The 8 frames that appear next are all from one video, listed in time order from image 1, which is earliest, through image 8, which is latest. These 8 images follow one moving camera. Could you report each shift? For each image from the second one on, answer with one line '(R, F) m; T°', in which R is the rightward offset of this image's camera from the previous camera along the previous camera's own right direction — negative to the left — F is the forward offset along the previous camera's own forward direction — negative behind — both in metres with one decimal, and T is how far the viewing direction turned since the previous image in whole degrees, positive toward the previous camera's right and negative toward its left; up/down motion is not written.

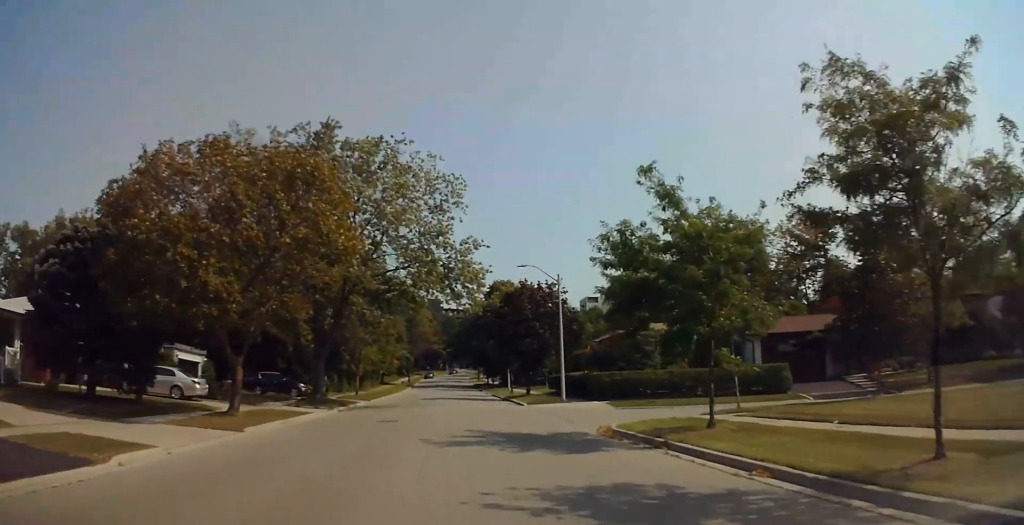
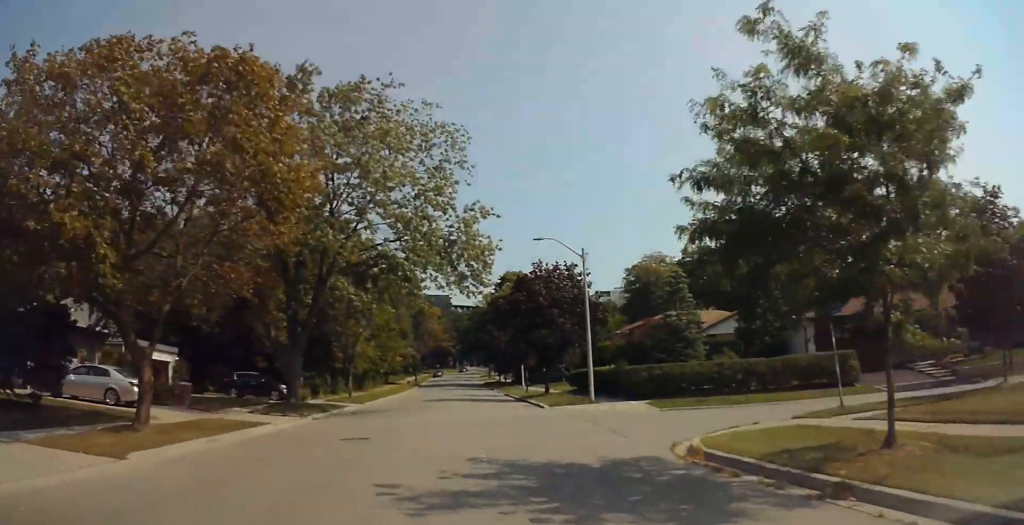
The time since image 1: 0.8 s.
(+0.1, +7.1) m; +2°
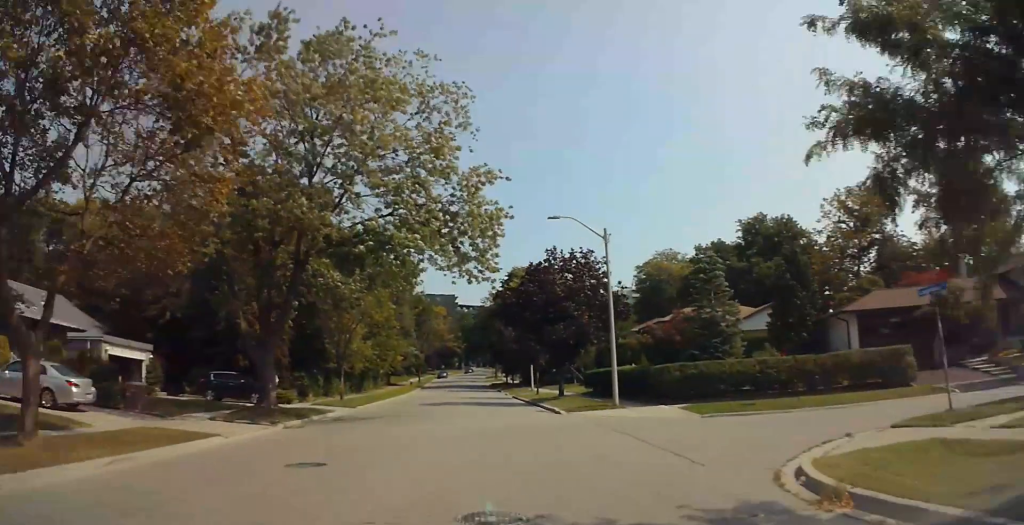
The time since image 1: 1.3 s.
(0.0, +4.8) m; +2°
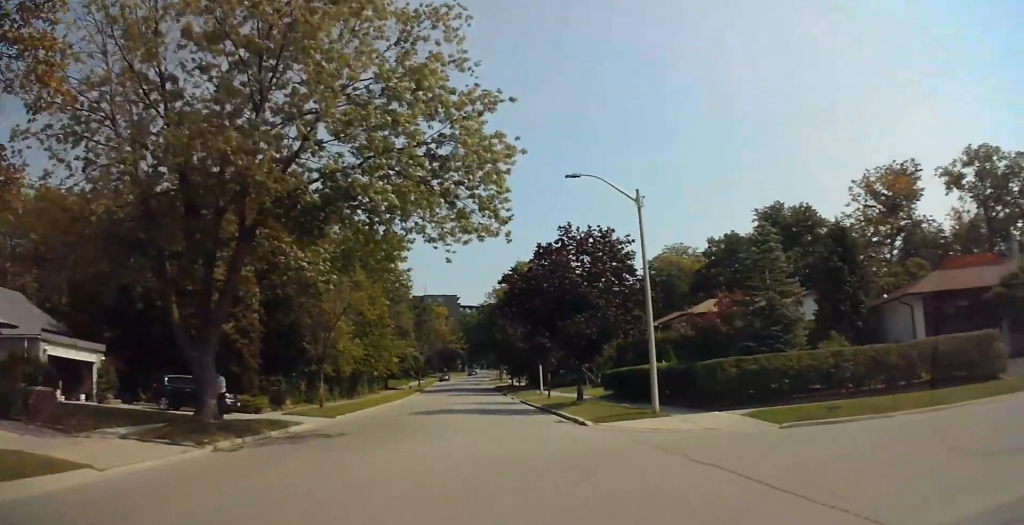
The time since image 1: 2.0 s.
(+0.3, +6.3) m; 0°
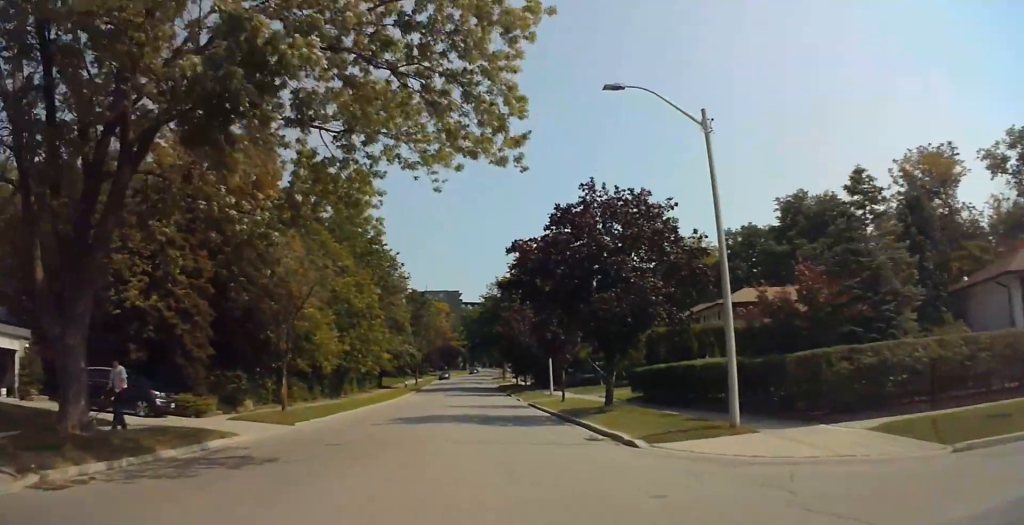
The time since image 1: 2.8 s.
(-0.2, +7.3) m; -2°
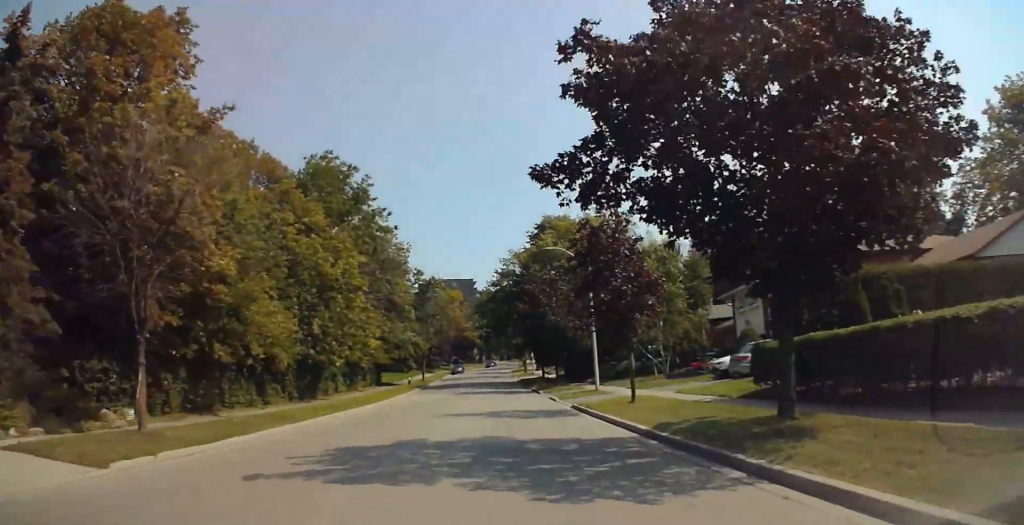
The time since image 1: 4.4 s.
(-0.2, +14.3) m; -1°
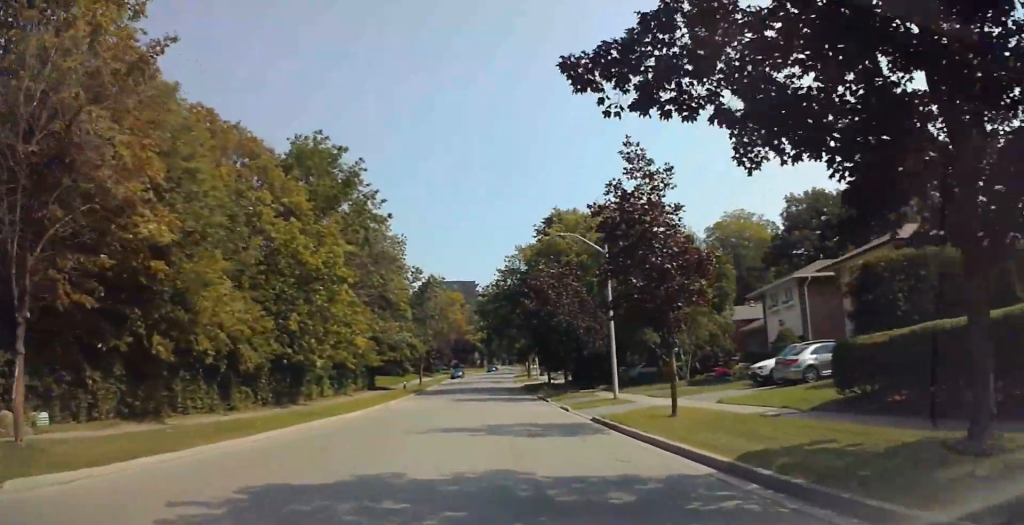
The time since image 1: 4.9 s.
(0.0, +5.1) m; -1°
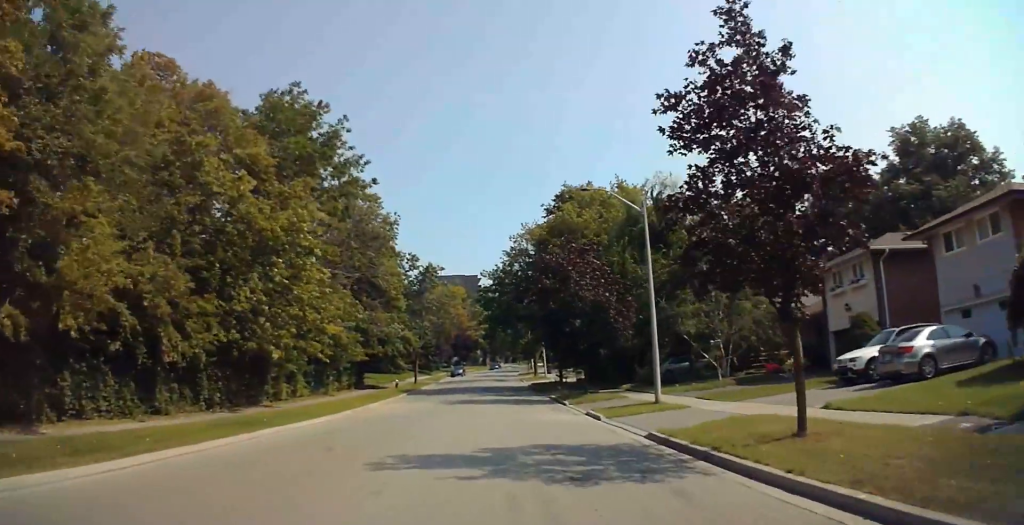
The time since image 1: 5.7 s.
(-0.2, +7.7) m; 0°
